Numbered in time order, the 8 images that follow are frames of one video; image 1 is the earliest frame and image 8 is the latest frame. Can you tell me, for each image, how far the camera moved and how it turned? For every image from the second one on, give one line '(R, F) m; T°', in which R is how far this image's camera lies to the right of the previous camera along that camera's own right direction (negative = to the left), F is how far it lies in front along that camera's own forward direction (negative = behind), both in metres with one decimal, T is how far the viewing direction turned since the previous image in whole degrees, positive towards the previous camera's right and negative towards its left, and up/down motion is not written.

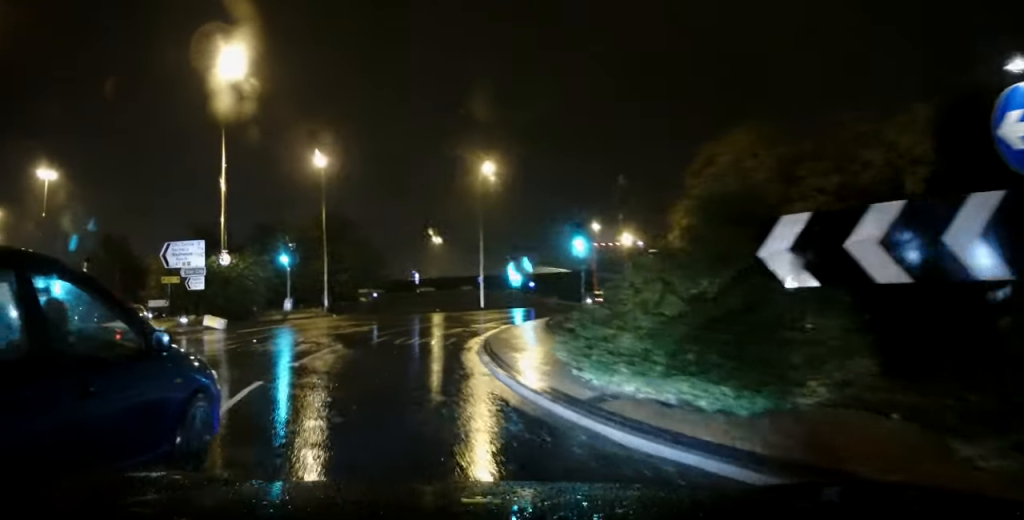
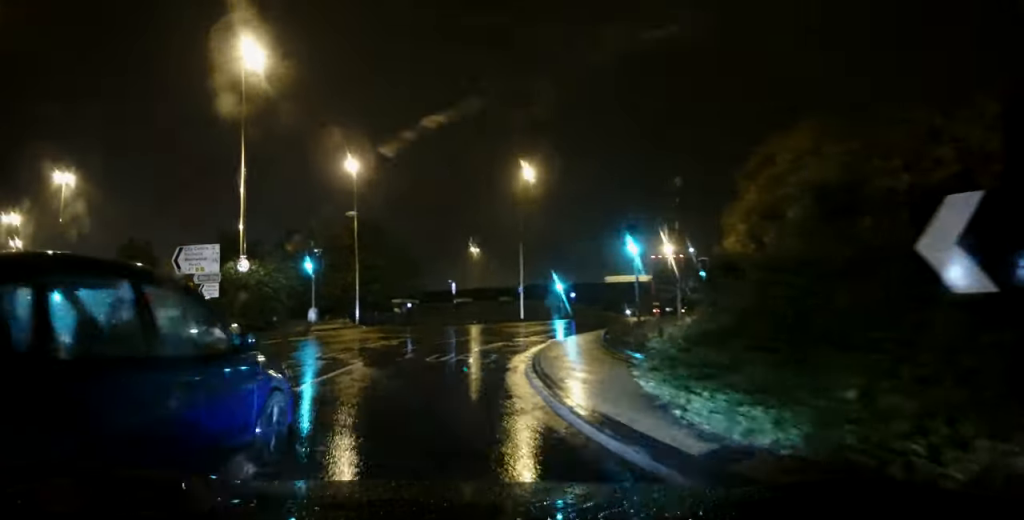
(-0.1, +2.8) m; -2°
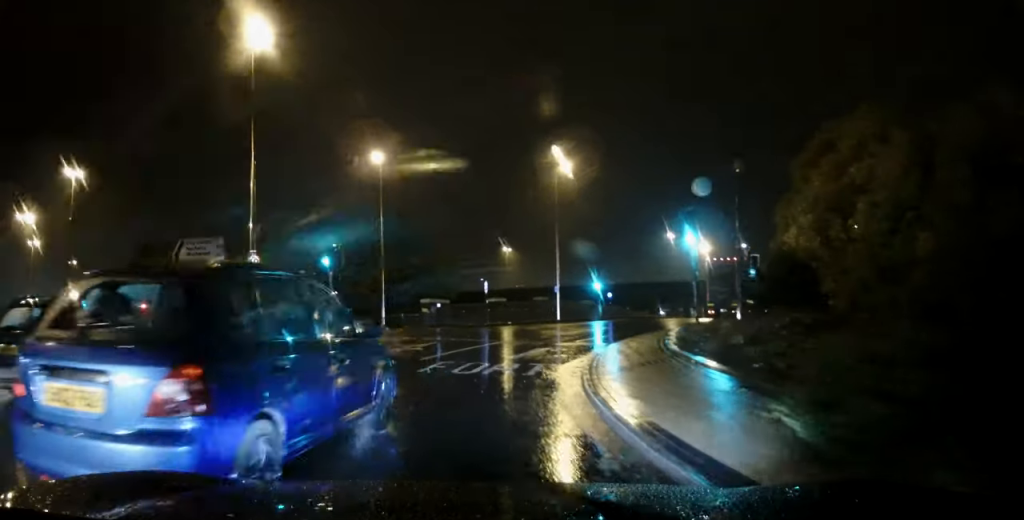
(-0.2, +3.4) m; +1°
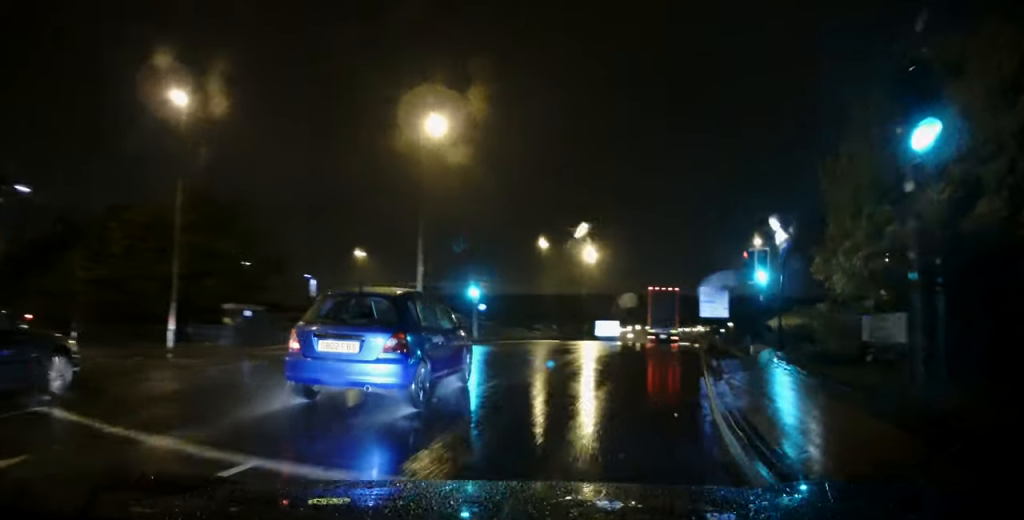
(+4.5, +15.0) m; +26°
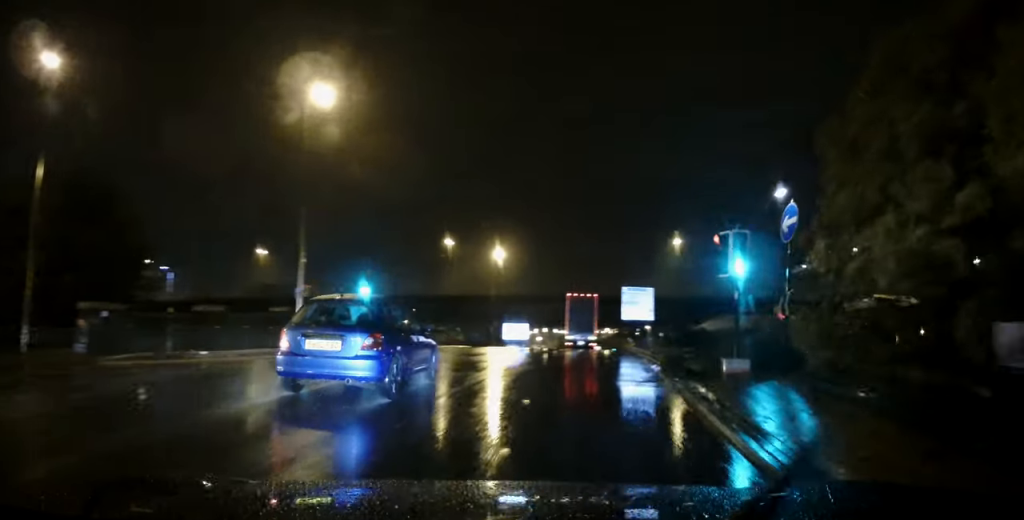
(+0.2, +5.7) m; +2°
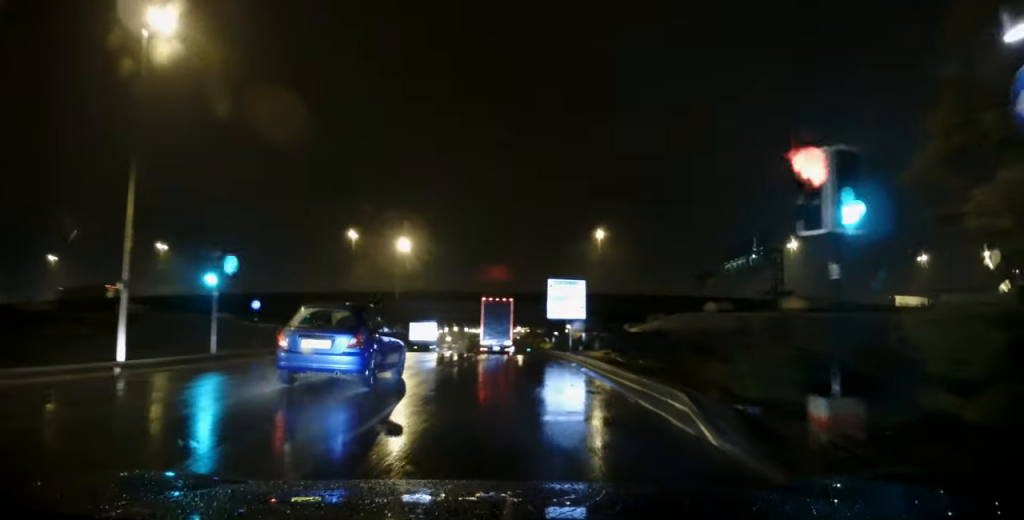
(0.0, +6.7) m; 0°
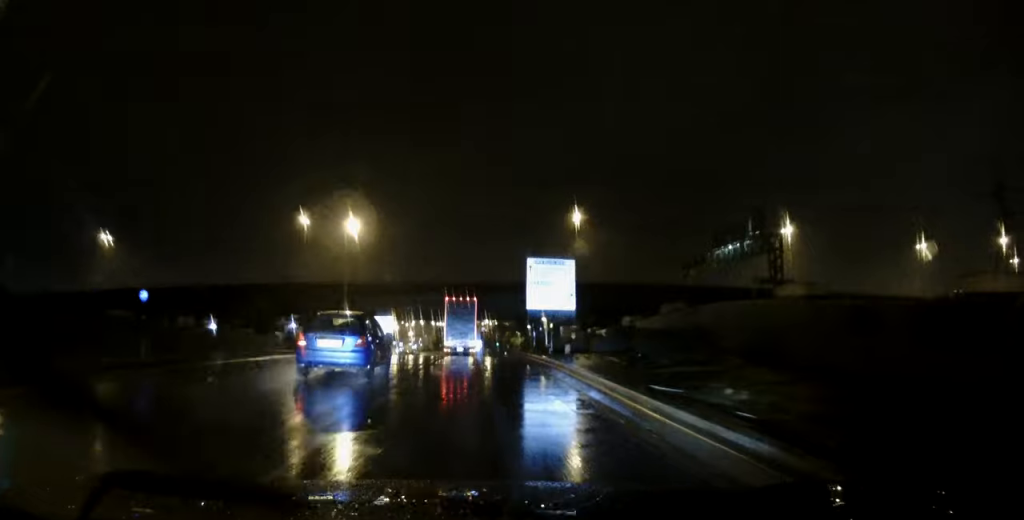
(0.0, +6.2) m; 0°
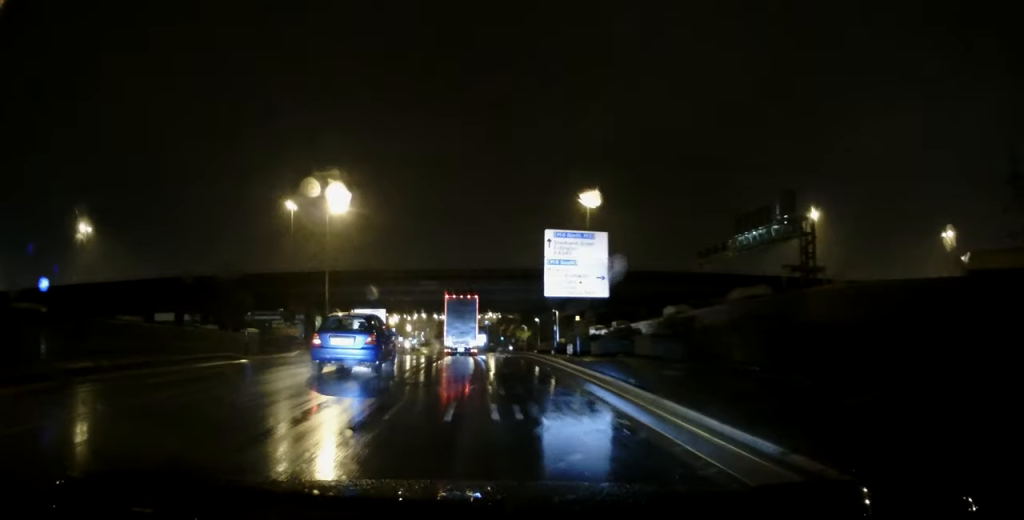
(0.0, +7.2) m; 0°
